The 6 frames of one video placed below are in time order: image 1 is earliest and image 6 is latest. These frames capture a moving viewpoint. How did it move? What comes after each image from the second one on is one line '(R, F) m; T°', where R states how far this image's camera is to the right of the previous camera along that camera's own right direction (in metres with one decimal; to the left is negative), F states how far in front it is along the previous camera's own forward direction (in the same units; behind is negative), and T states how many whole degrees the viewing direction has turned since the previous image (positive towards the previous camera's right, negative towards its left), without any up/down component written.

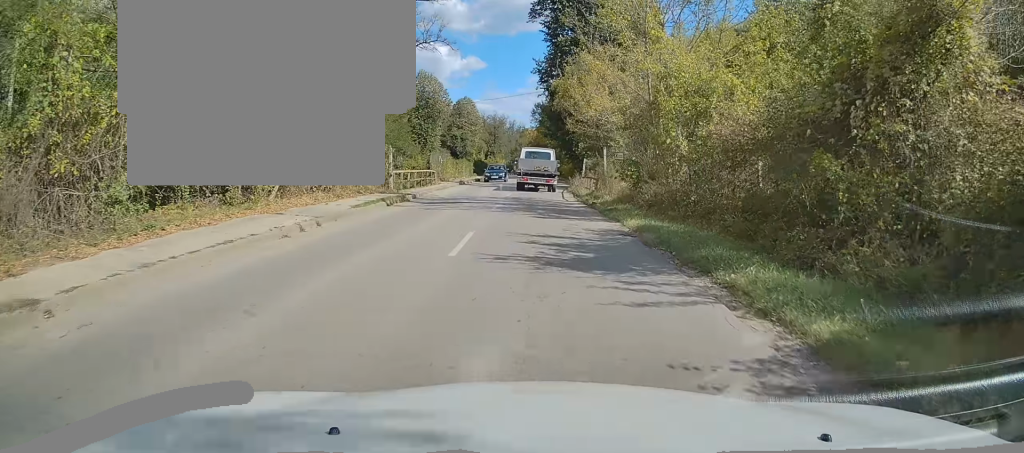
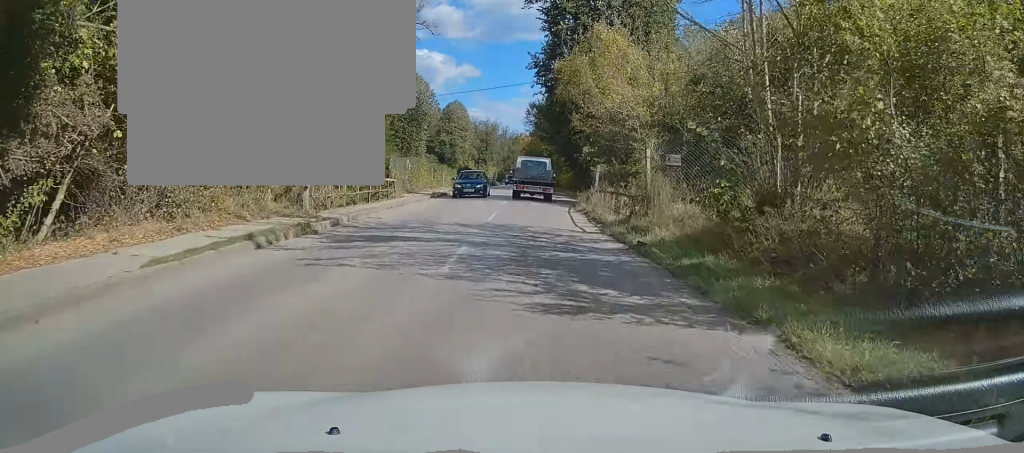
(0.0, +9.5) m; 0°
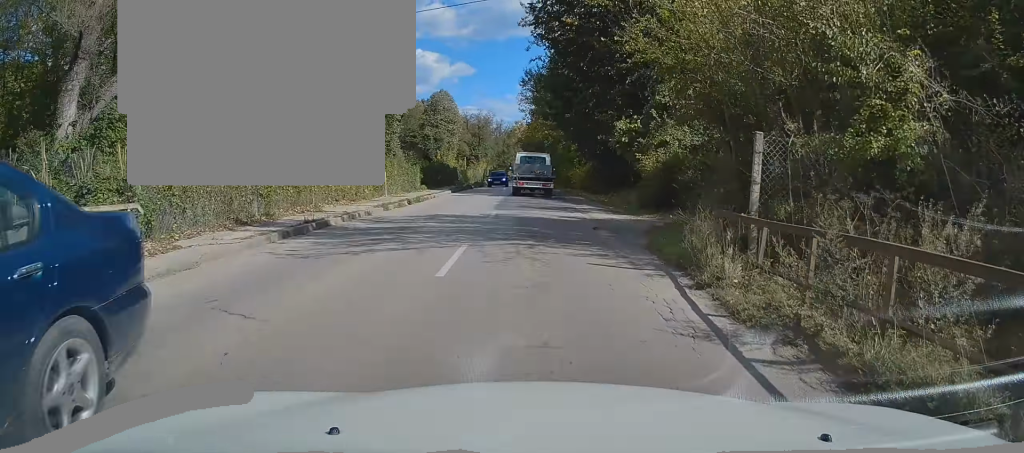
(+0.1, +18.6) m; +2°
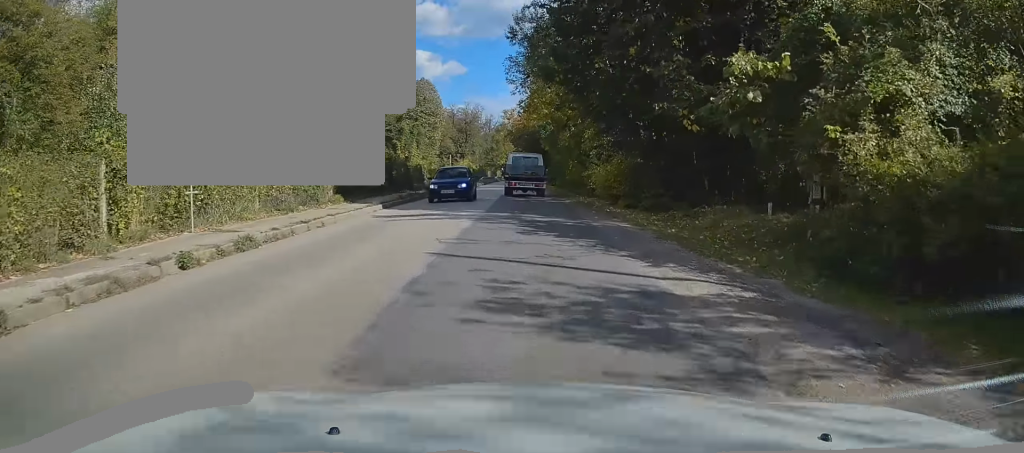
(+0.3, +16.4) m; 0°
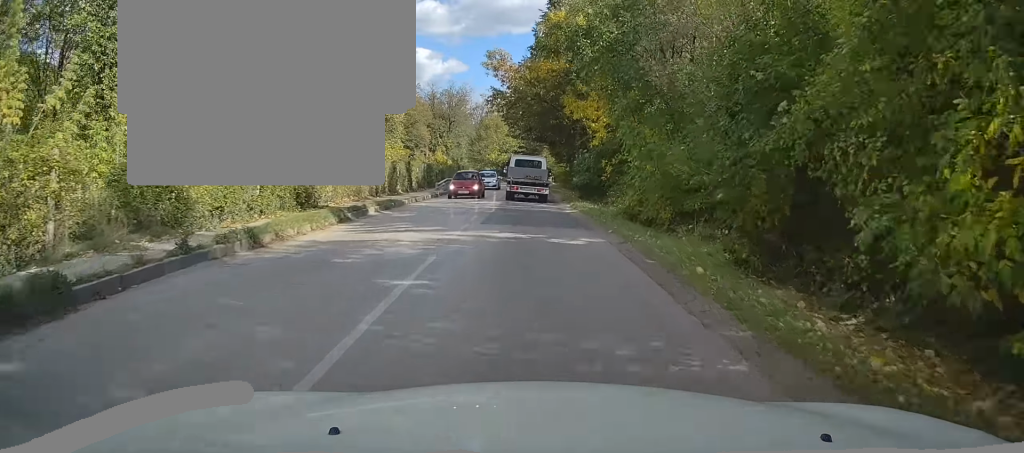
(+0.3, +37.7) m; +2°
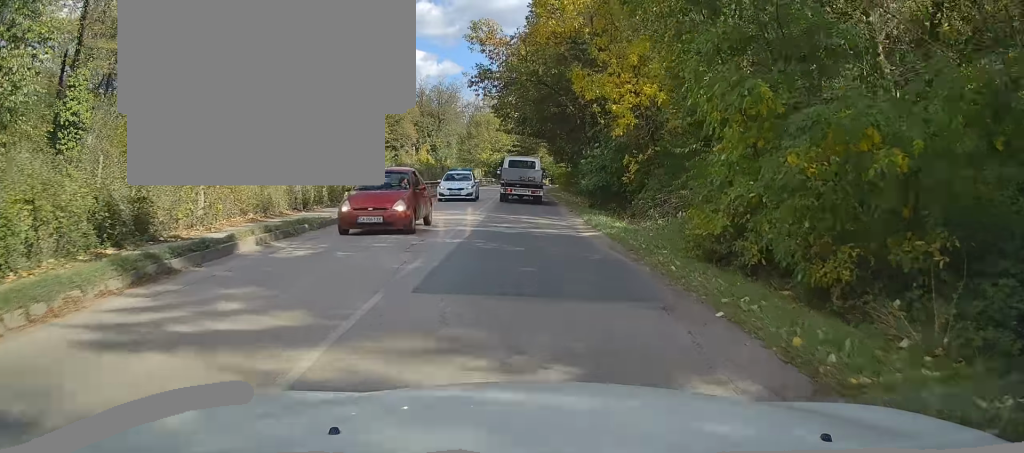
(0.0, +9.1) m; 0°
